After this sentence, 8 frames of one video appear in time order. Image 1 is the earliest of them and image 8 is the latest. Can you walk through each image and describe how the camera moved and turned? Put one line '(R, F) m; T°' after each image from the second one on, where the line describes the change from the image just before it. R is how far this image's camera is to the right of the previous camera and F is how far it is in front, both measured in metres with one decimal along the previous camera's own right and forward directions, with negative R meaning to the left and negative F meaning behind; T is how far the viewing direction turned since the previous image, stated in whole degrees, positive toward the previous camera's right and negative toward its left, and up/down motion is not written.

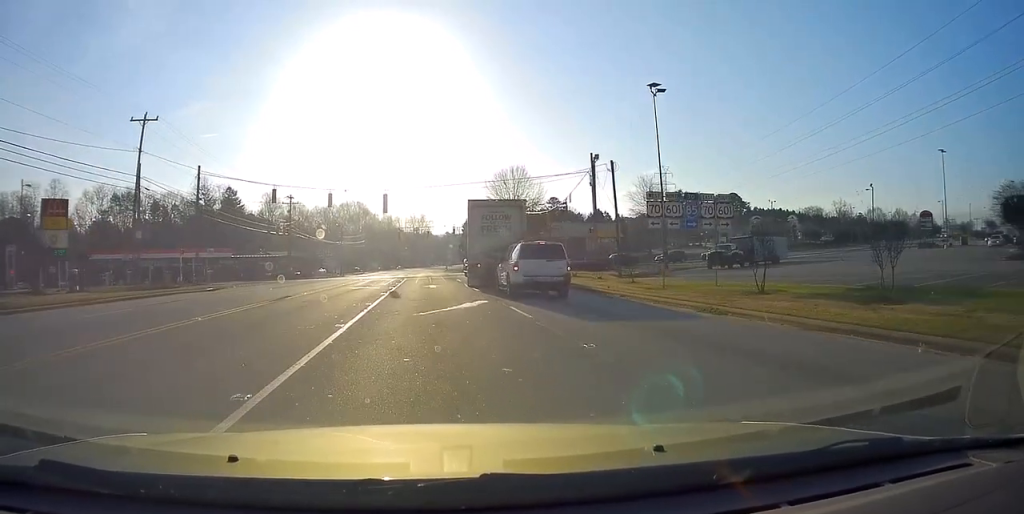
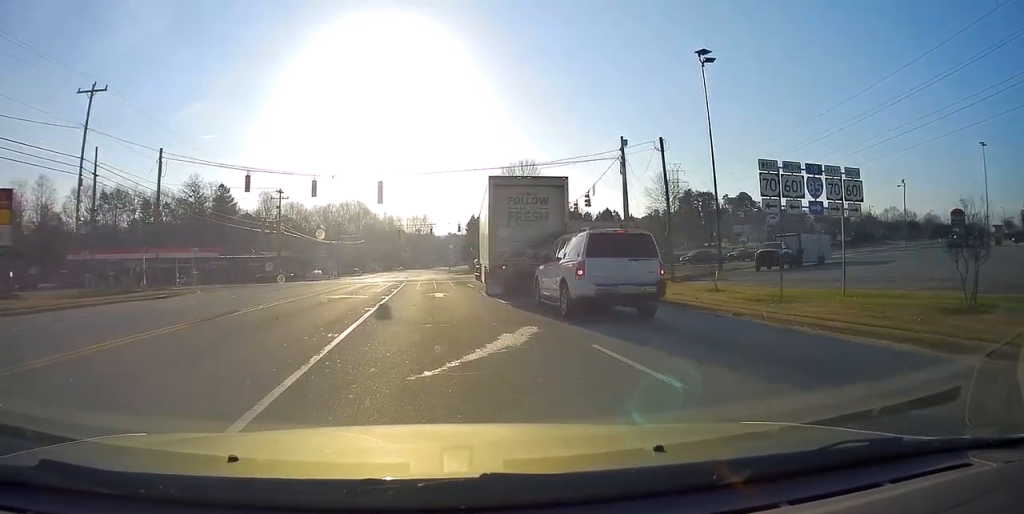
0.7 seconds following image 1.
(0.0, +8.0) m; 0°
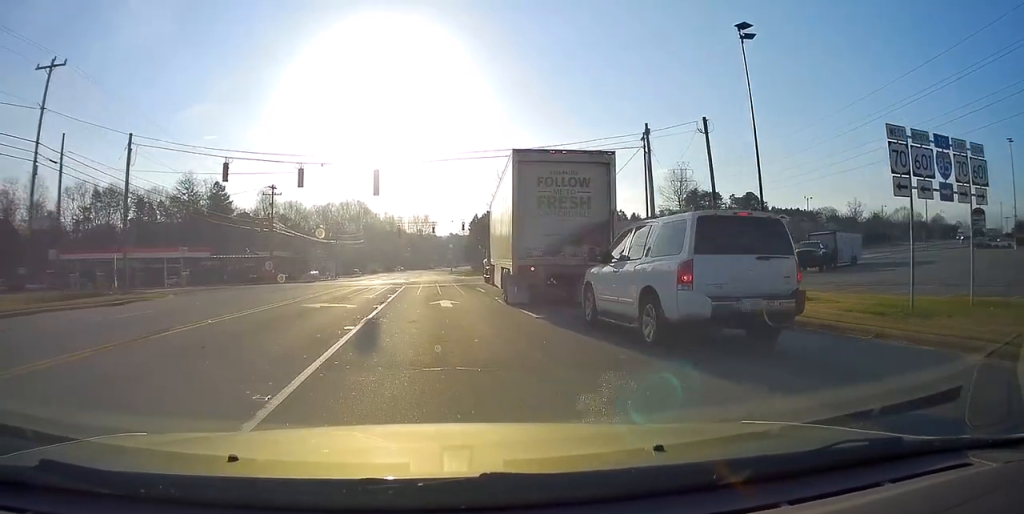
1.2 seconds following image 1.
(0.0, +5.0) m; 0°
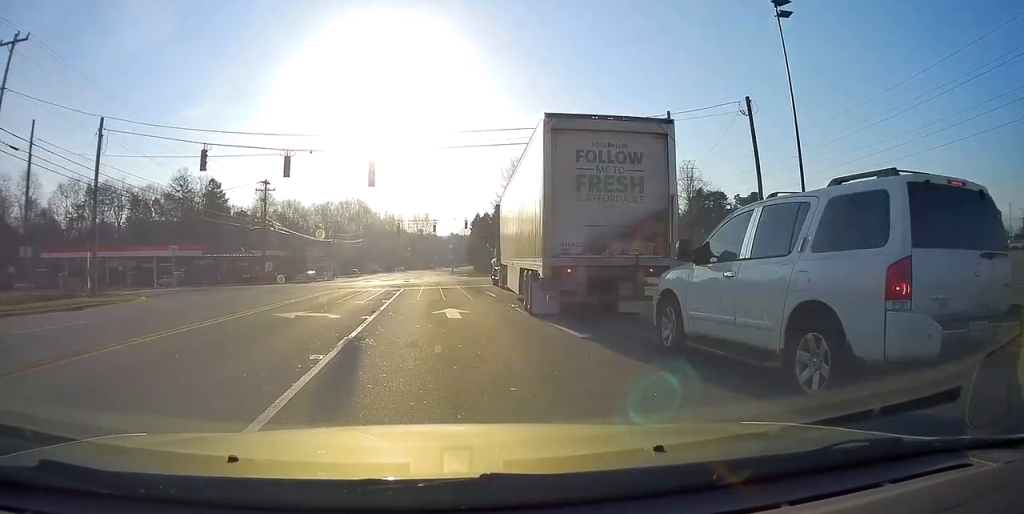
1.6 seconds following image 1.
(0.0, +3.8) m; 0°
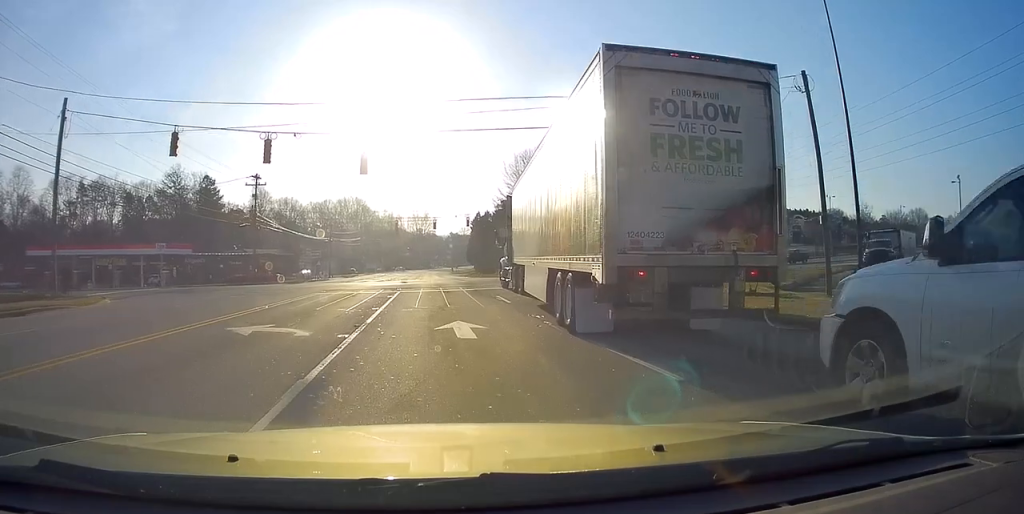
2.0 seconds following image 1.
(0.0, +3.8) m; -1°
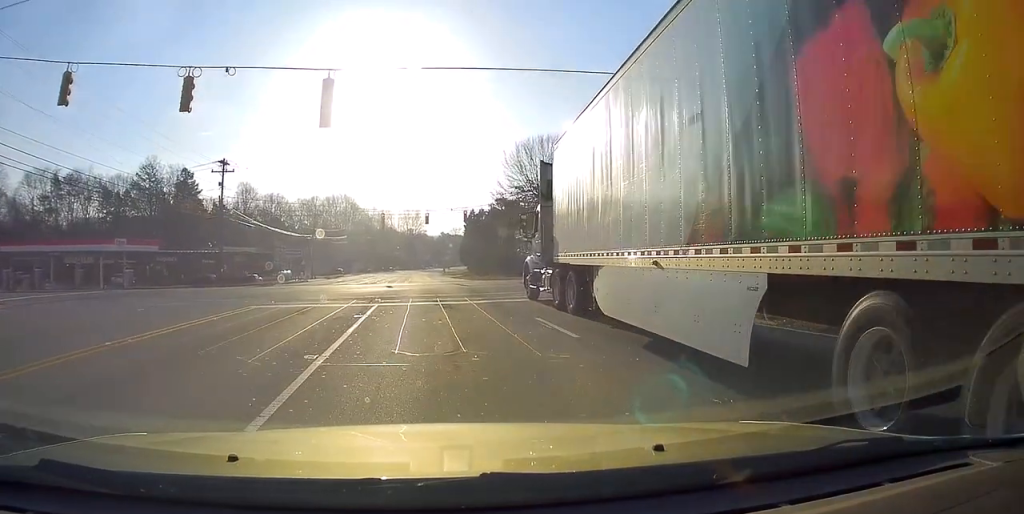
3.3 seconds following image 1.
(-0.2, +9.0) m; +2°
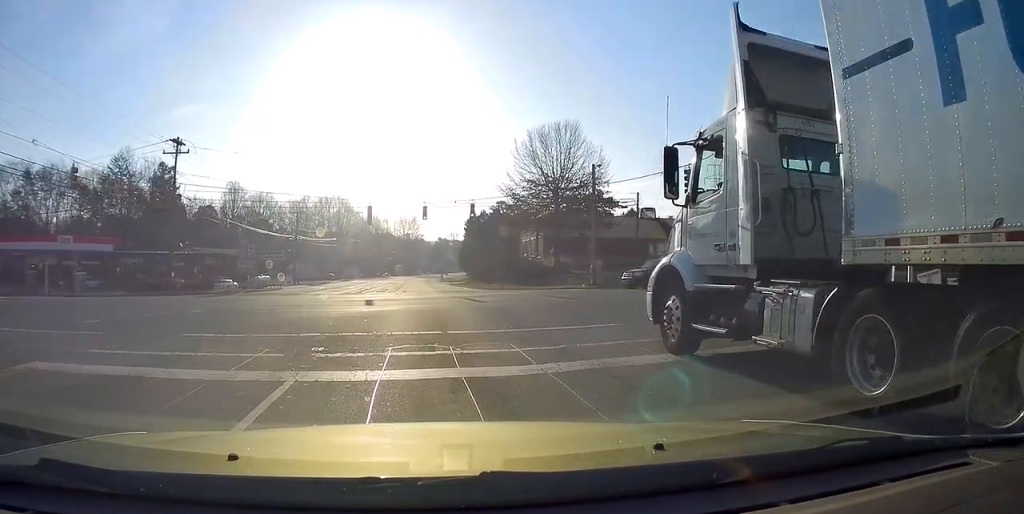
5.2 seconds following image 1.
(+1.1, +10.5) m; +7°
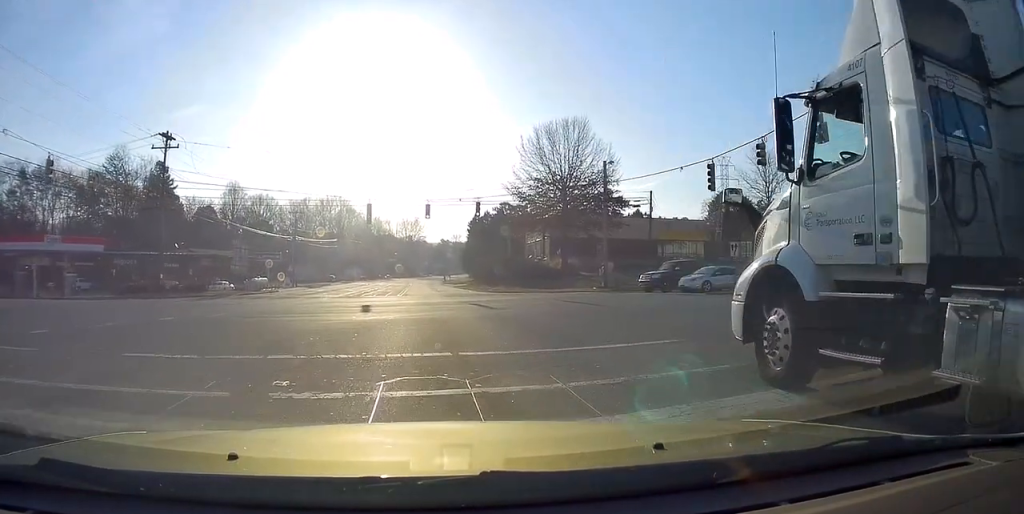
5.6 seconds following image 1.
(0.0, +2.3) m; -1°
